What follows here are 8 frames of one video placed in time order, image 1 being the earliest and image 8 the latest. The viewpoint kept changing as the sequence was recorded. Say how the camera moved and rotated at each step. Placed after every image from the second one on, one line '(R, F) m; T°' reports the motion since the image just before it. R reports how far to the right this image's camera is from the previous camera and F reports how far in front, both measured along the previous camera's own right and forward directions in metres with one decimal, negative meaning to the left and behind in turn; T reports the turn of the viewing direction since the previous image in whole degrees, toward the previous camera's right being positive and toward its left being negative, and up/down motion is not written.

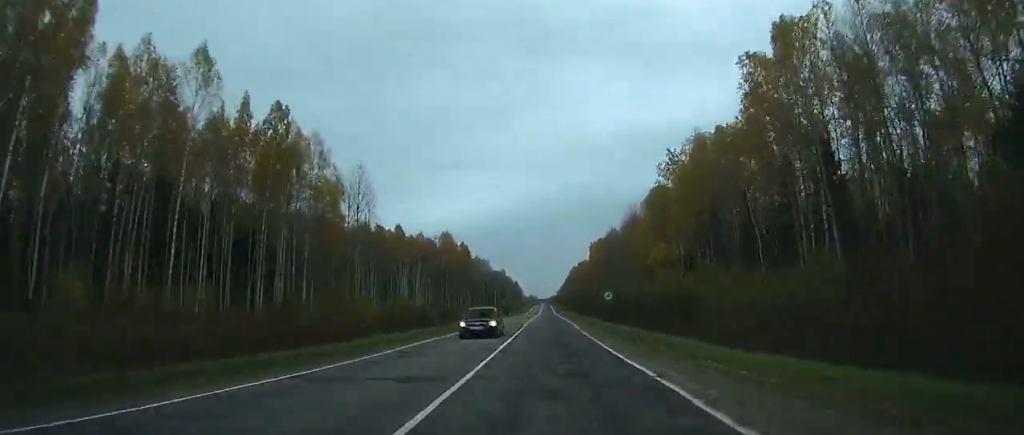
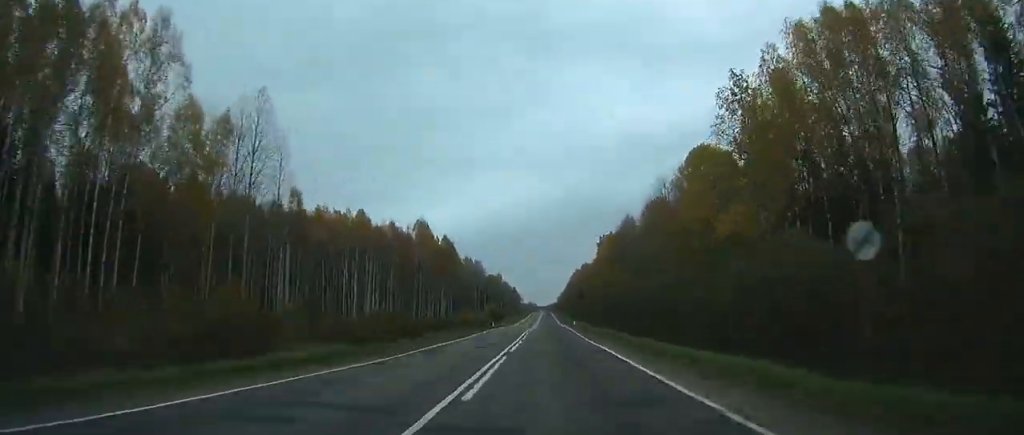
(0.0, +38.2) m; 0°
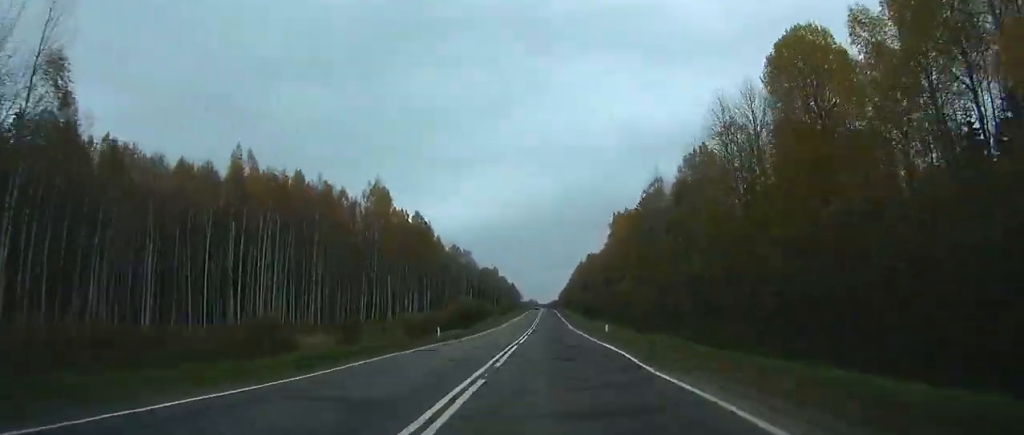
(0.0, +42.5) m; 0°
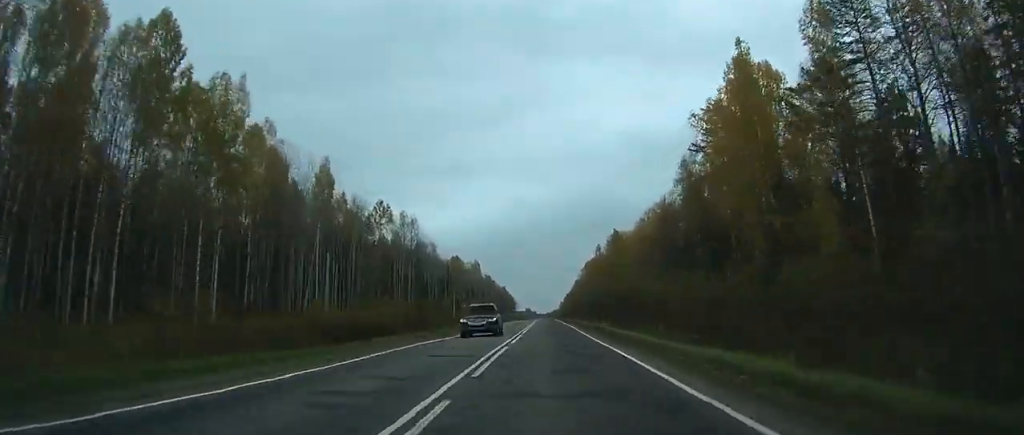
(0.0, +112.9) m; 0°
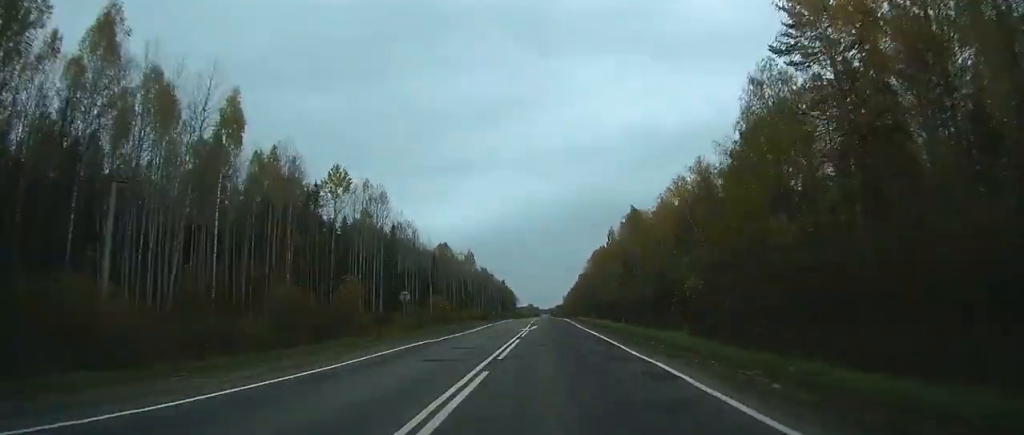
(0.0, +32.0) m; 0°
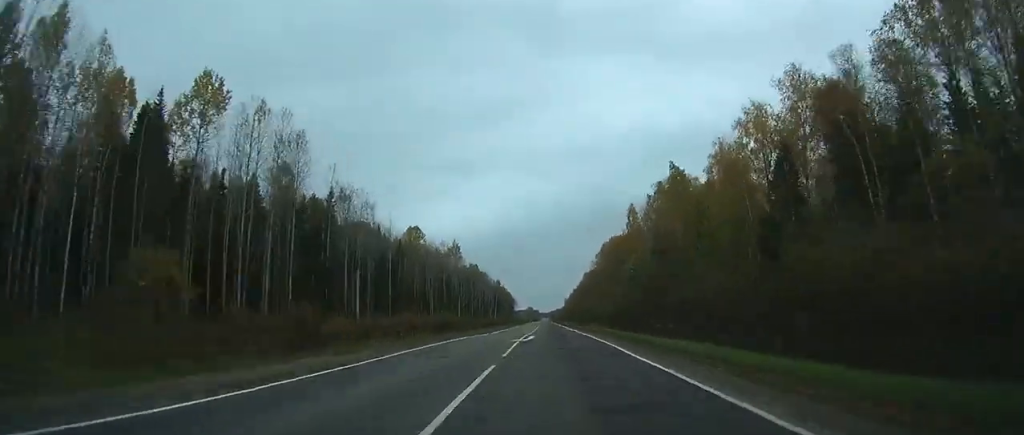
(+0.2, +43.4) m; 0°
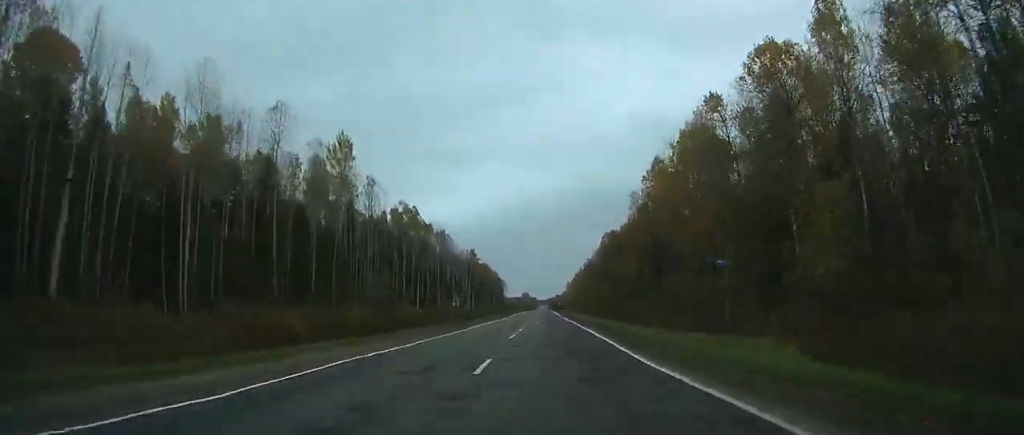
(-1.5, +124.6) m; -1°
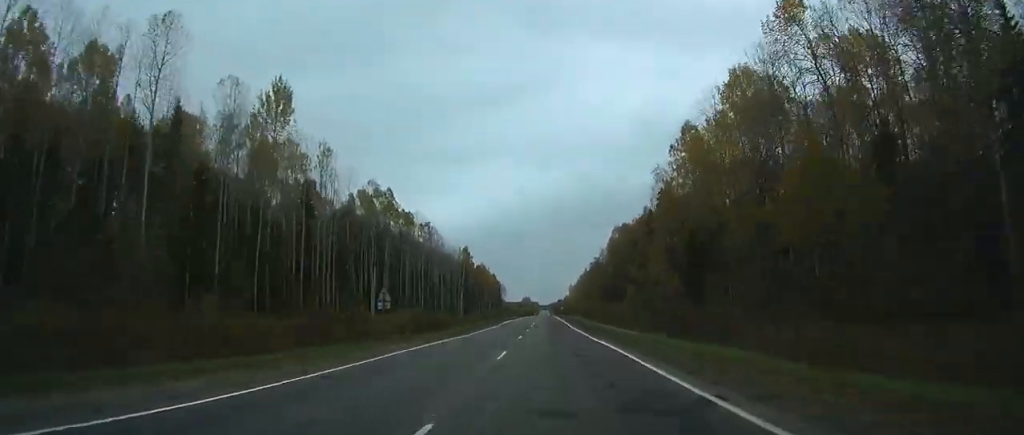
(+0.1, +27.9) m; 0°
